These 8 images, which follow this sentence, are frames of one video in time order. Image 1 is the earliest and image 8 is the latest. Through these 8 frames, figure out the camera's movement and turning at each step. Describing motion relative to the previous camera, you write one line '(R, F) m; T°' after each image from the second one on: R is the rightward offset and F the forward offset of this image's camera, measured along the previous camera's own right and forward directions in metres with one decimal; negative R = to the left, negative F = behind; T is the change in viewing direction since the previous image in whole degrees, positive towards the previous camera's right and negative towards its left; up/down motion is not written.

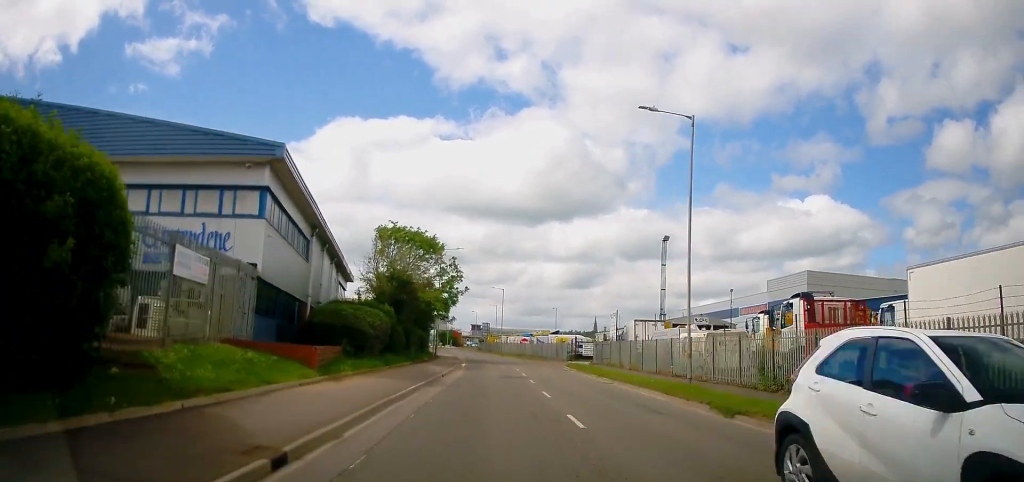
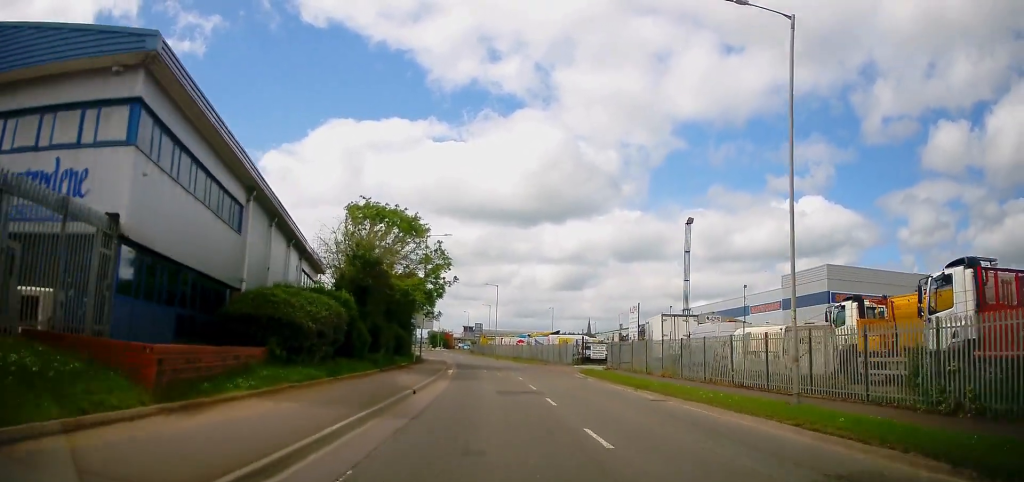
(-0.5, +7.9) m; 0°
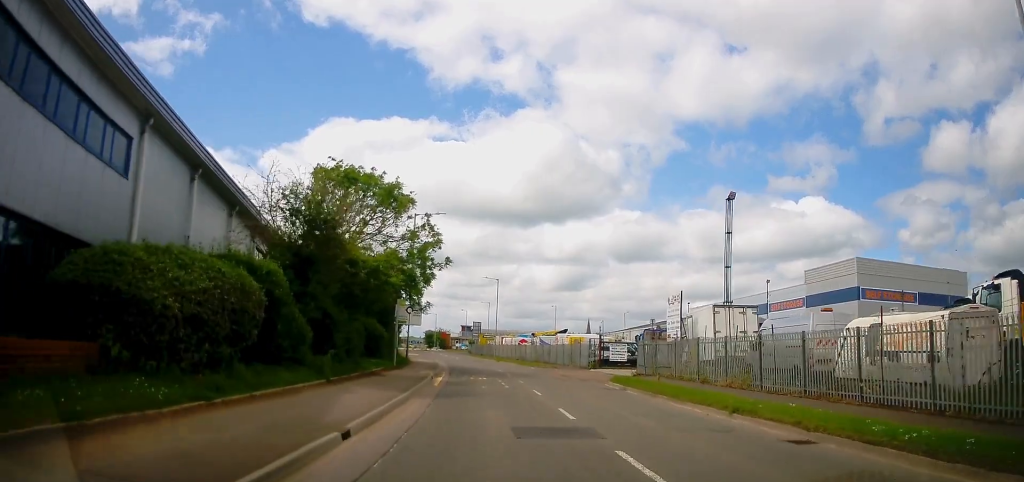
(+0.3, +8.2) m; +4°
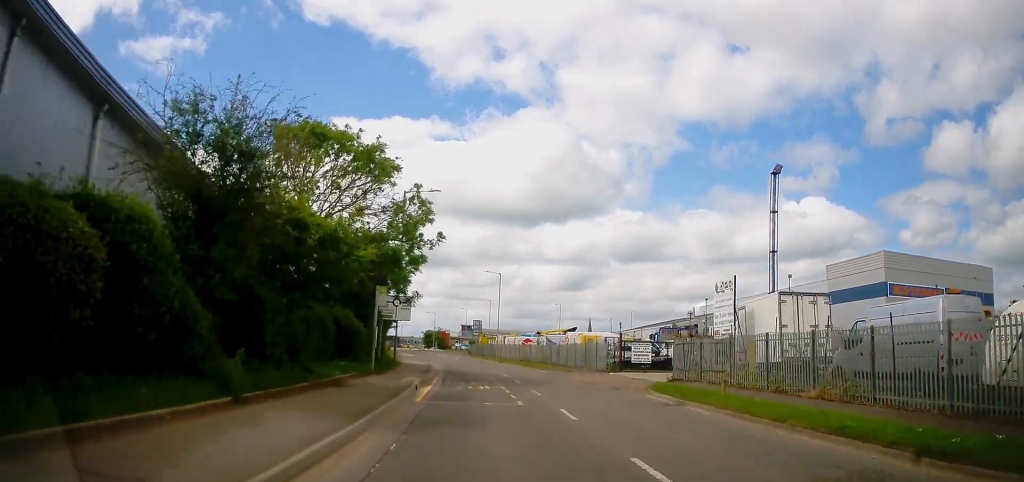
(+0.2, +6.2) m; +1°
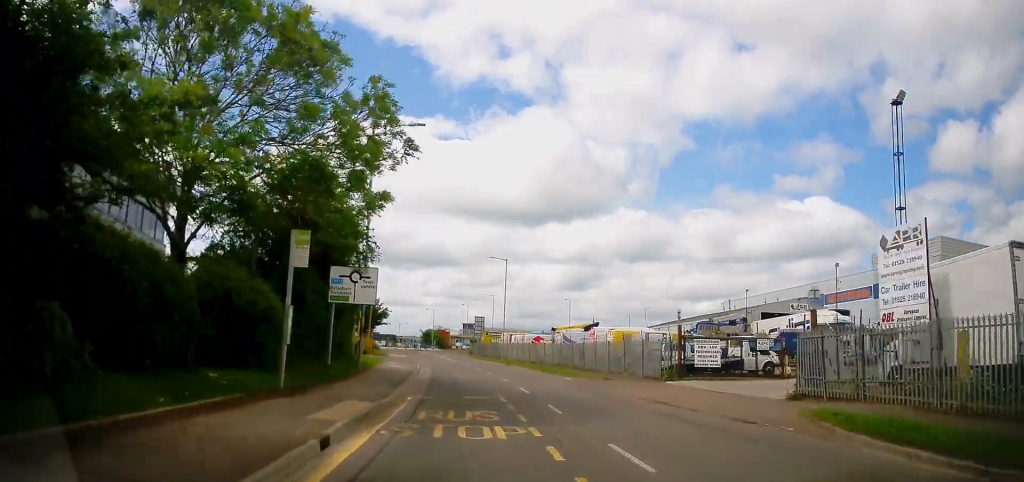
(-0.2, +10.8) m; -2°
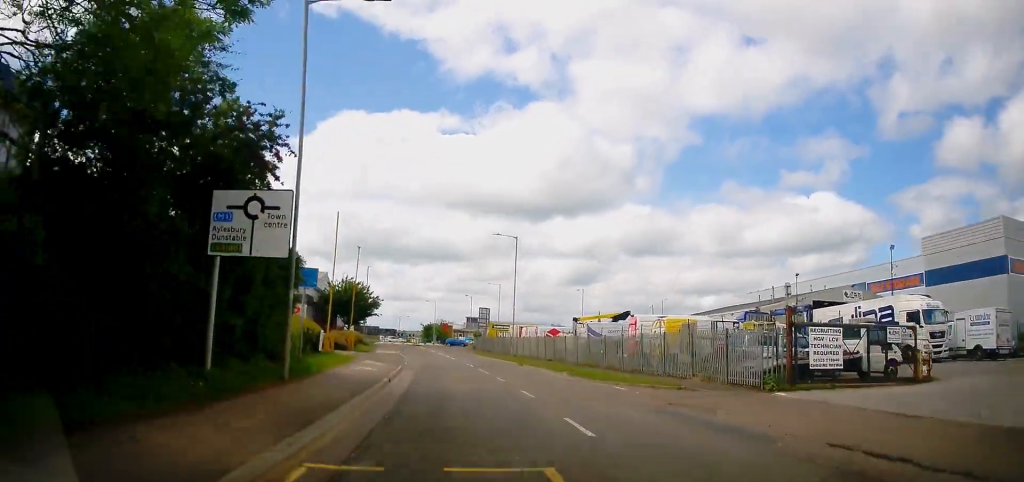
(-0.1, +9.6) m; -1°
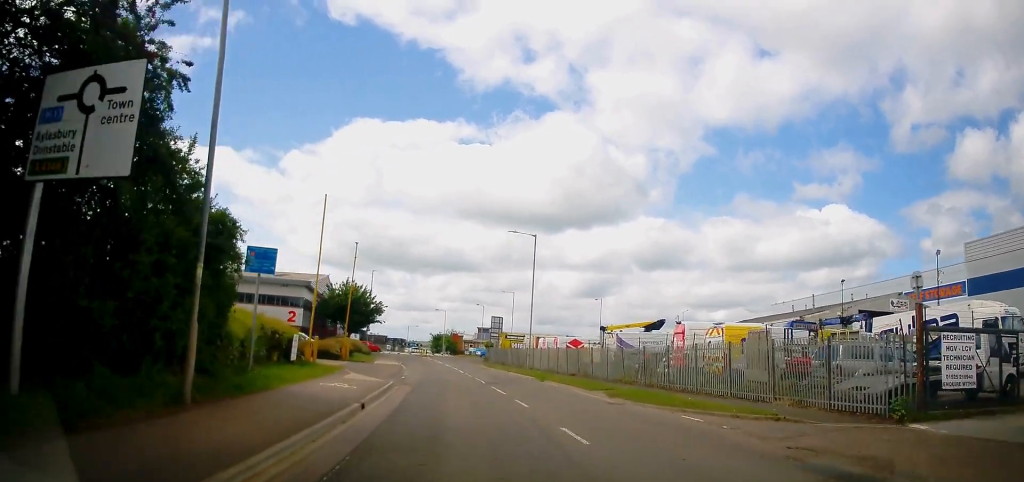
(+0.1, +5.6) m; 0°
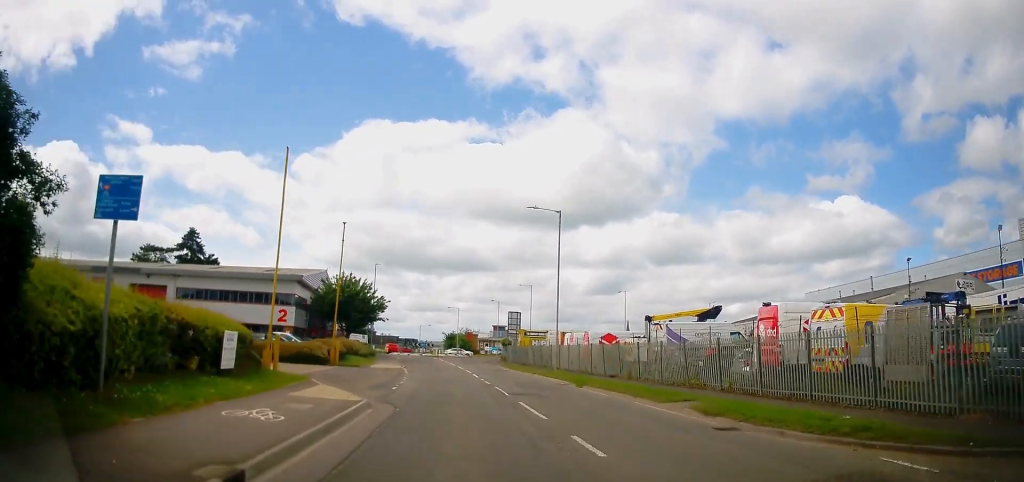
(-0.2, +7.0) m; -1°
